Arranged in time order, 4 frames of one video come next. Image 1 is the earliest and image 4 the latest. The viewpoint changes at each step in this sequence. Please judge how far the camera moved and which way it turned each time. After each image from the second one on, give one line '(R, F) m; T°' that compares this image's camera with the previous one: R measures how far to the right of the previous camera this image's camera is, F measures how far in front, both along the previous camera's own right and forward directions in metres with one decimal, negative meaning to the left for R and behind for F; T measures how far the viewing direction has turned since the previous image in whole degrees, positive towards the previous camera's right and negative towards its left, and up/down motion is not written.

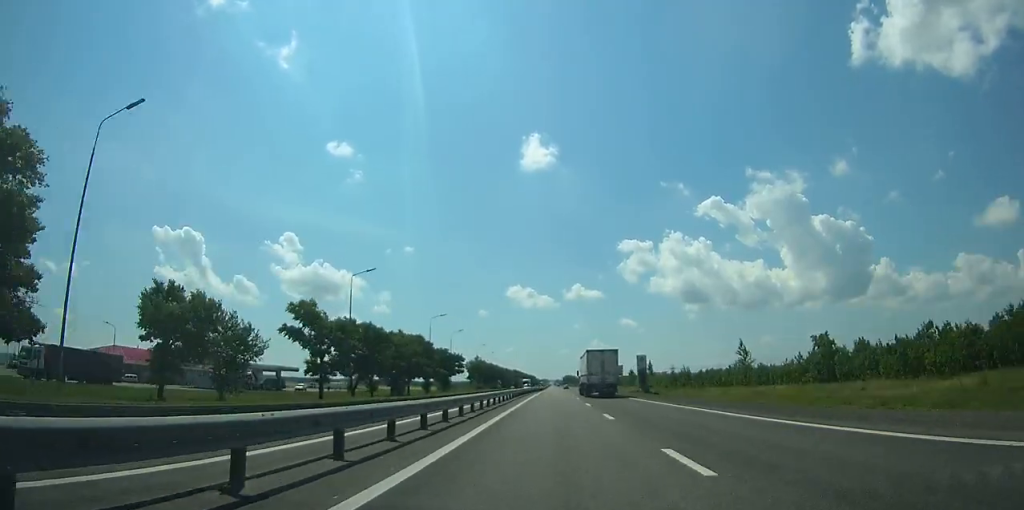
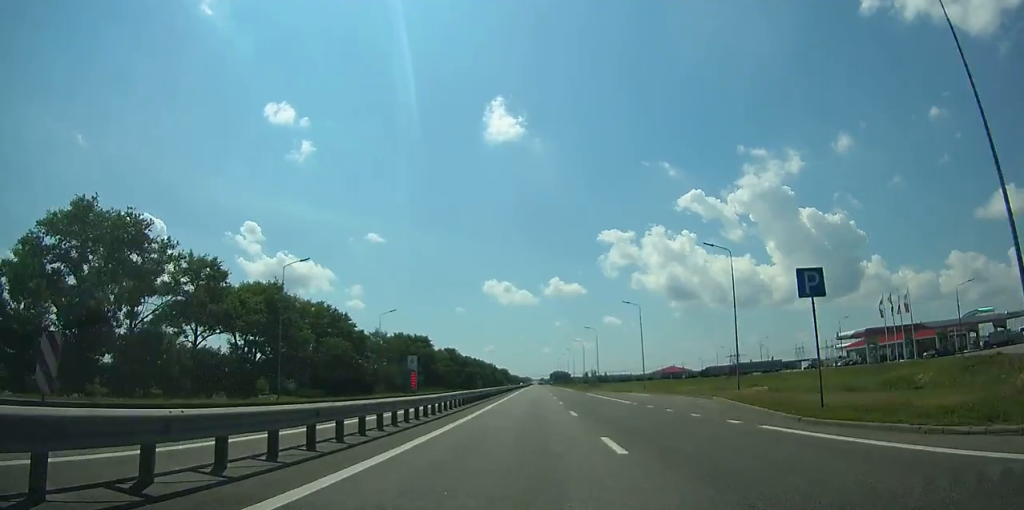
(+1.2, +368.9) m; +1°
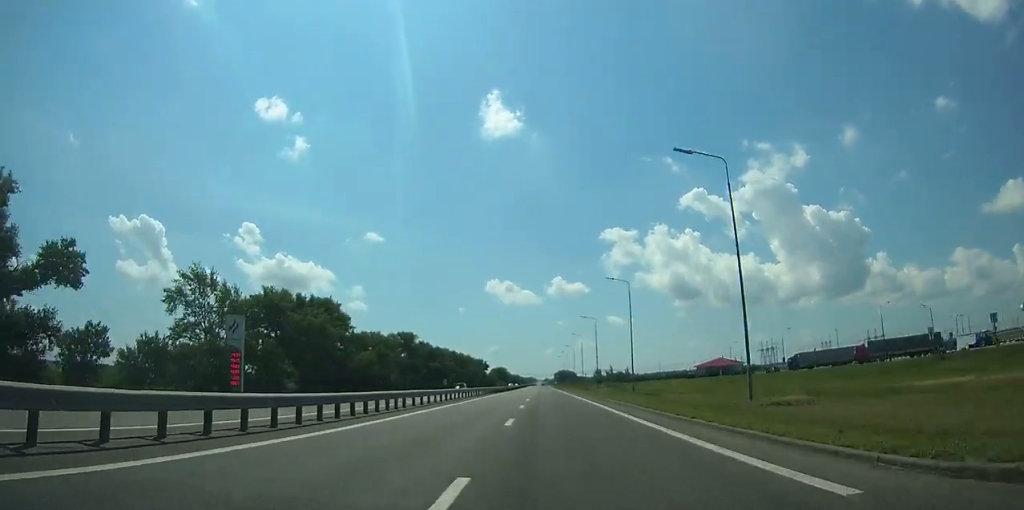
(+0.1, +77.5) m; 0°
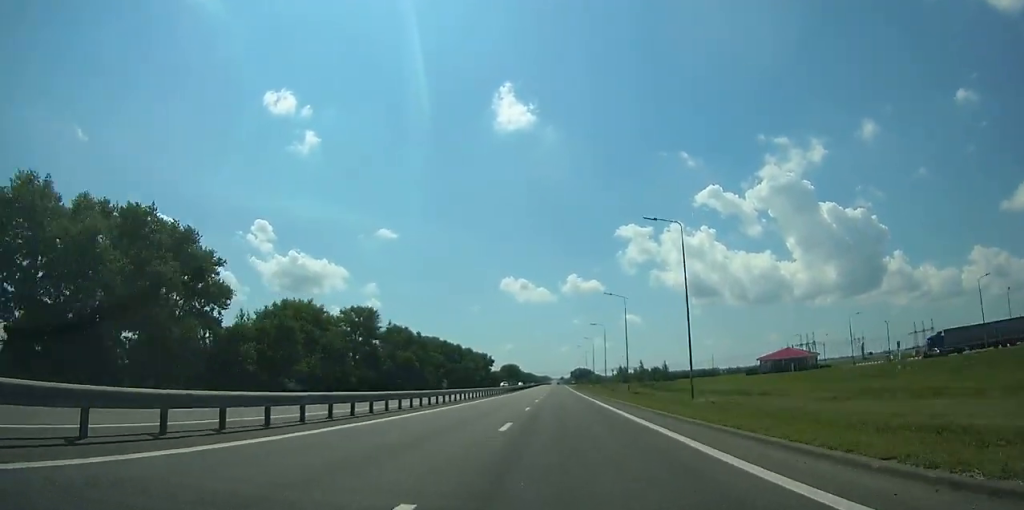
(-0.3, +49.9) m; -1°
